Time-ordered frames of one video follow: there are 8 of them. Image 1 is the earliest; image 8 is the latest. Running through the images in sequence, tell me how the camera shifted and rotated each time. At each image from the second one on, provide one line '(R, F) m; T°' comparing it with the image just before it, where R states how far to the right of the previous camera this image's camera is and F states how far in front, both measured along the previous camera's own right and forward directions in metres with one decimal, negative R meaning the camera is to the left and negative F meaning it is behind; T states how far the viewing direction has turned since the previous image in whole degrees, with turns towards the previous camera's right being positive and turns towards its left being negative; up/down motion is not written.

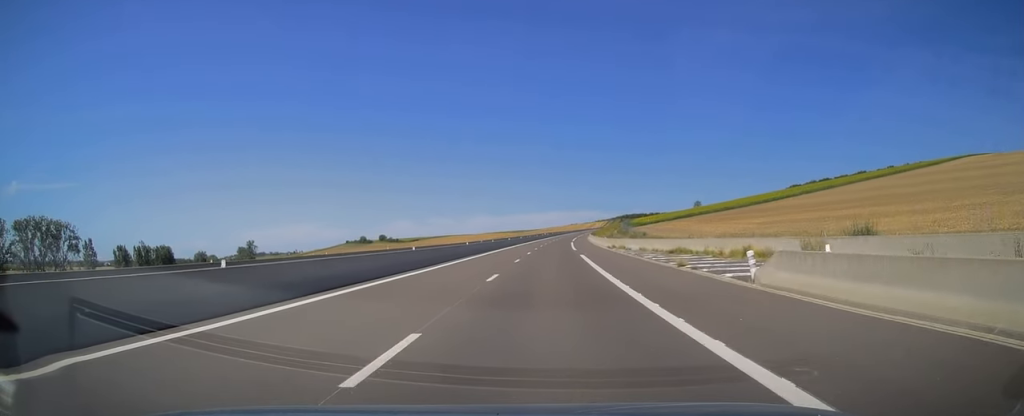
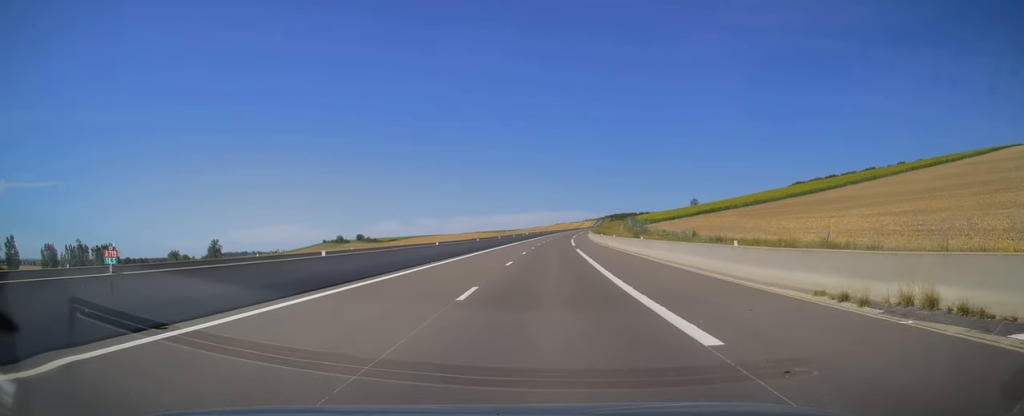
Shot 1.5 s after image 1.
(+0.4, +45.1) m; +1°
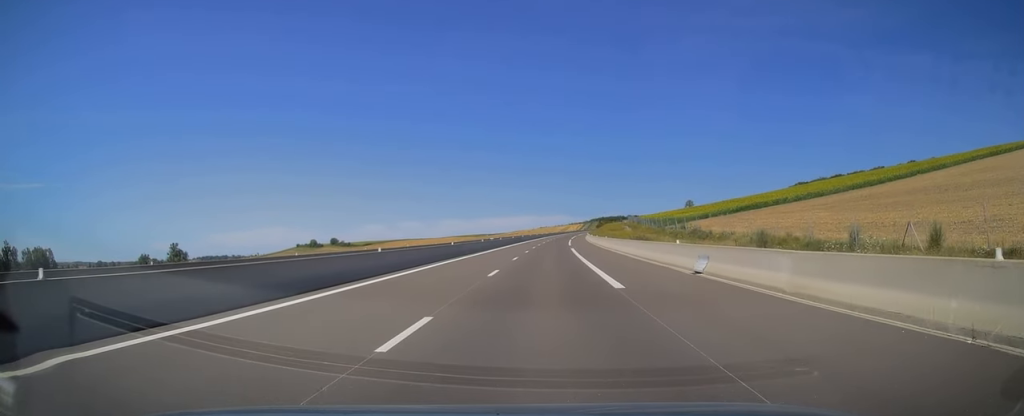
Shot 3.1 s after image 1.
(+0.6, +44.4) m; +1°
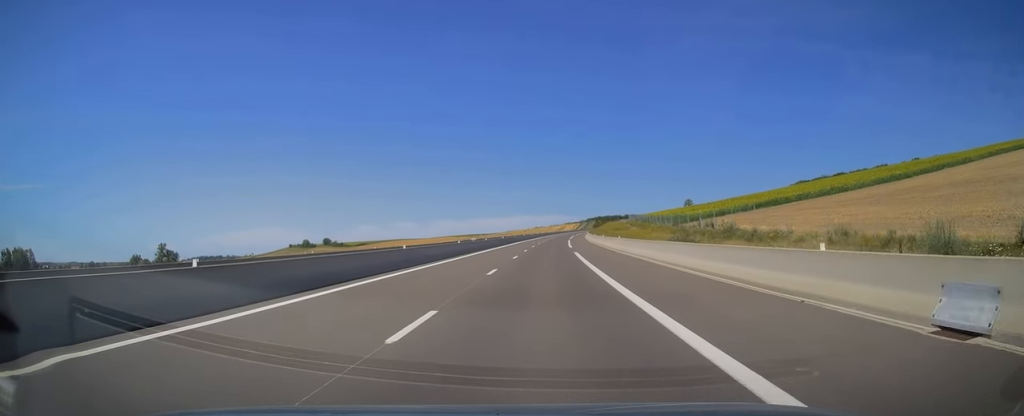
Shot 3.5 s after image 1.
(0.0, +12.6) m; +1°
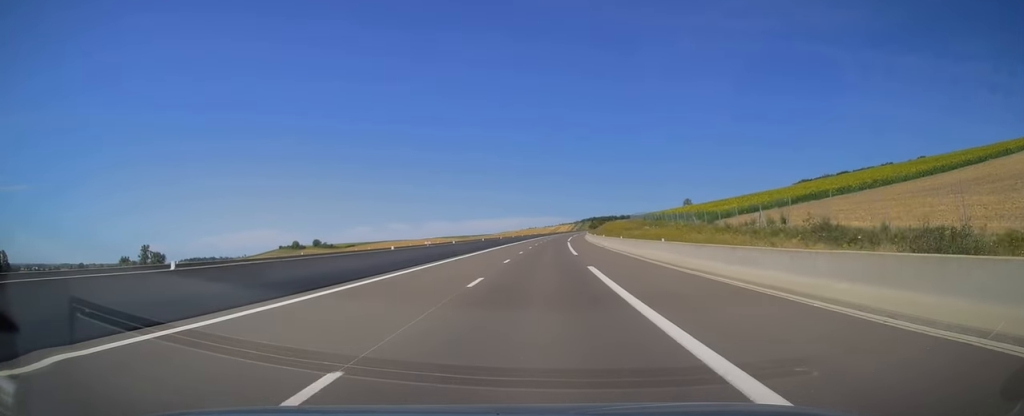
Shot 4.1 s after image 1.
(+0.1, +17.5) m; +1°
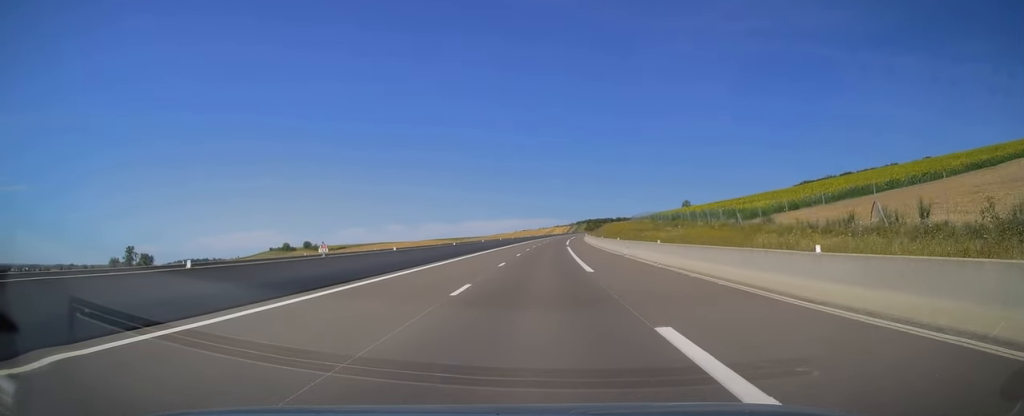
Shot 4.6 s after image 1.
(+0.2, +15.1) m; +1°
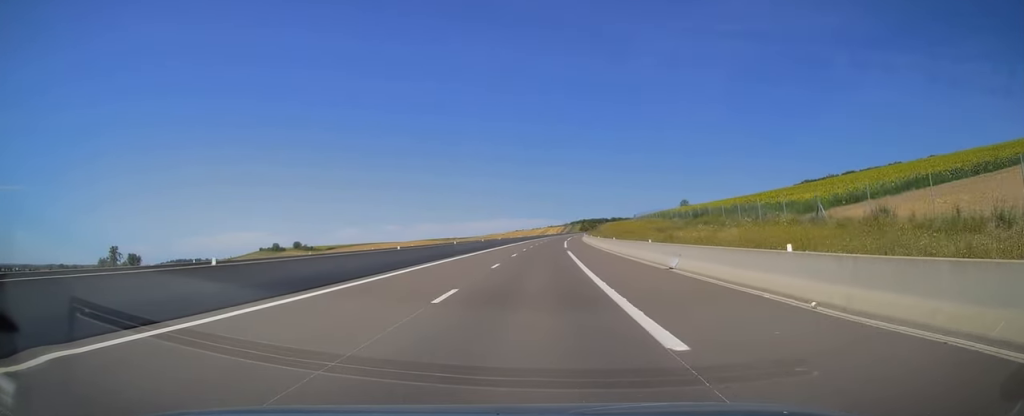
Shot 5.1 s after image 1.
(+0.1, +14.6) m; 0°
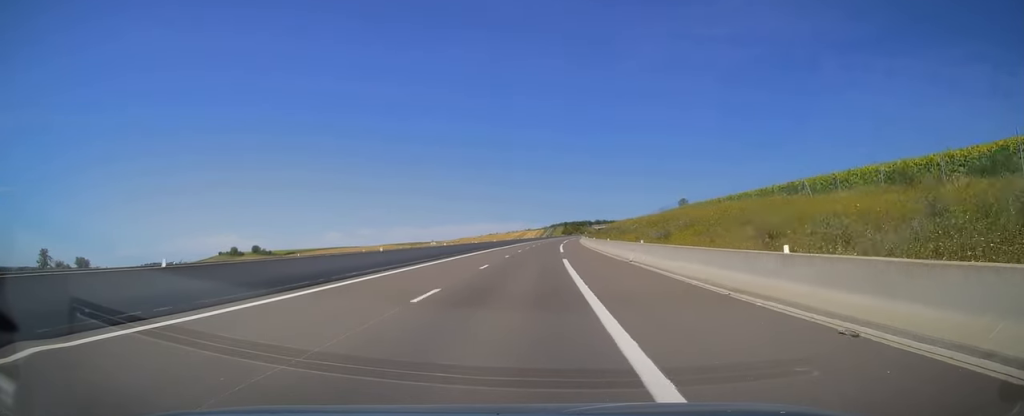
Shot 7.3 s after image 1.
(+0.5, +65.1) m; +1°
